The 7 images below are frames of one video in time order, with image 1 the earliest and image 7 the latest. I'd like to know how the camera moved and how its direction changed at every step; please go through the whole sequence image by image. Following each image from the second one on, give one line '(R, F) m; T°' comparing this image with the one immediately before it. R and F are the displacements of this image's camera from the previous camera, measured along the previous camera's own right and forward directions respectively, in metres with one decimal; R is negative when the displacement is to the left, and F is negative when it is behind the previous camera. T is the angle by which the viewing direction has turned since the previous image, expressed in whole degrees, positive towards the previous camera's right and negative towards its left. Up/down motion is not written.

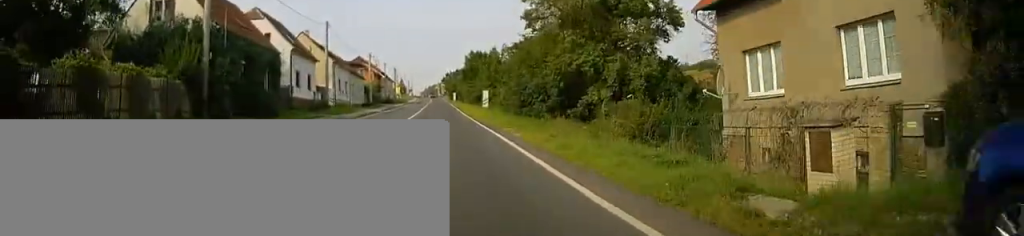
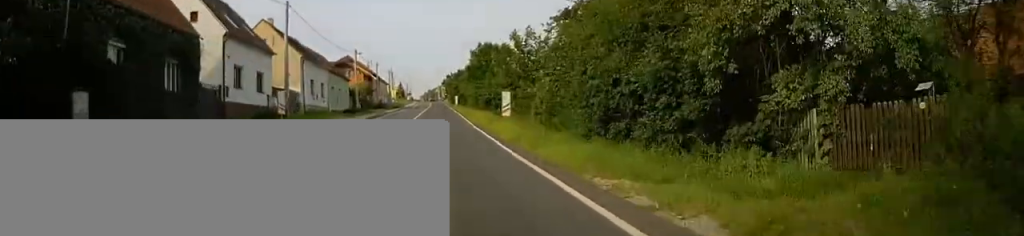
(+1.3, +13.9) m; +8°
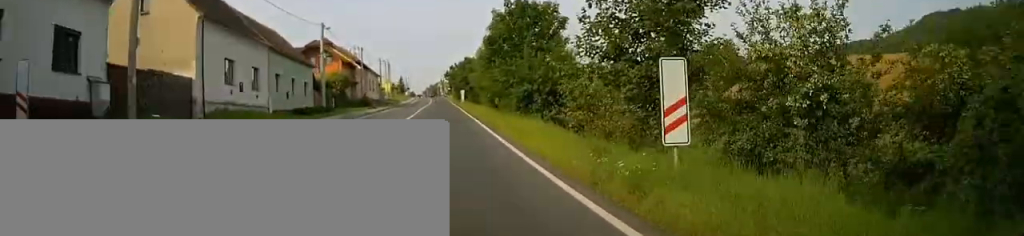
(+0.7, +20.9) m; +1°
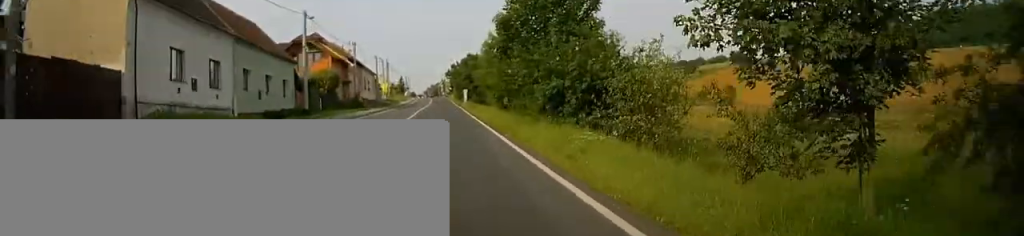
(0.0, +6.7) m; 0°
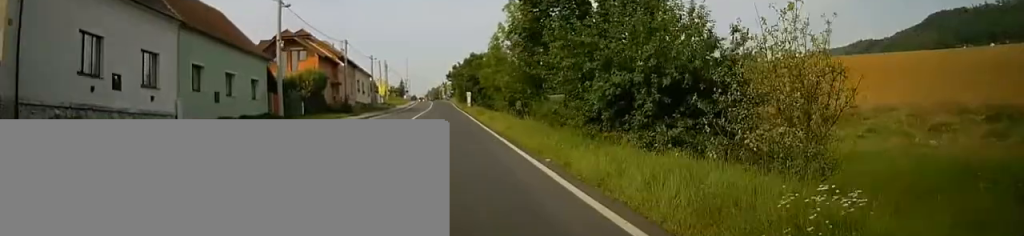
(-0.1, +7.2) m; 0°
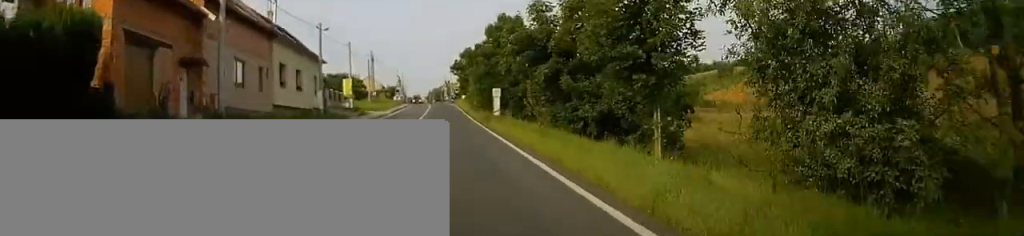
(0.0, +35.7) m; 0°
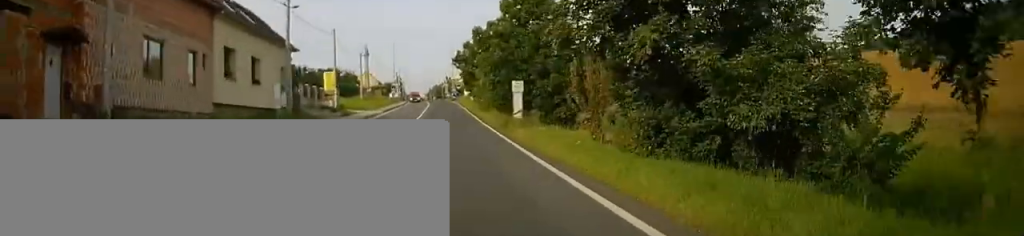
(-0.1, +10.1) m; 0°
